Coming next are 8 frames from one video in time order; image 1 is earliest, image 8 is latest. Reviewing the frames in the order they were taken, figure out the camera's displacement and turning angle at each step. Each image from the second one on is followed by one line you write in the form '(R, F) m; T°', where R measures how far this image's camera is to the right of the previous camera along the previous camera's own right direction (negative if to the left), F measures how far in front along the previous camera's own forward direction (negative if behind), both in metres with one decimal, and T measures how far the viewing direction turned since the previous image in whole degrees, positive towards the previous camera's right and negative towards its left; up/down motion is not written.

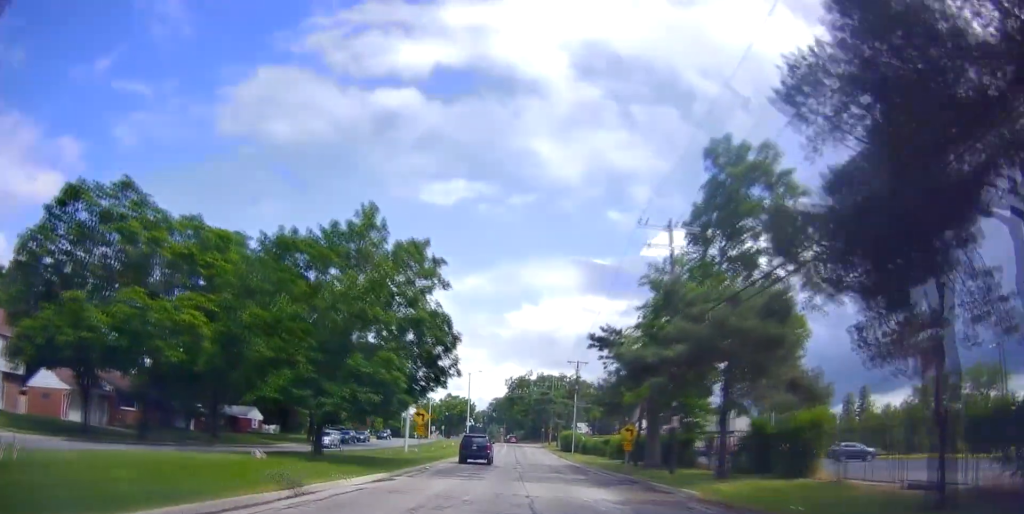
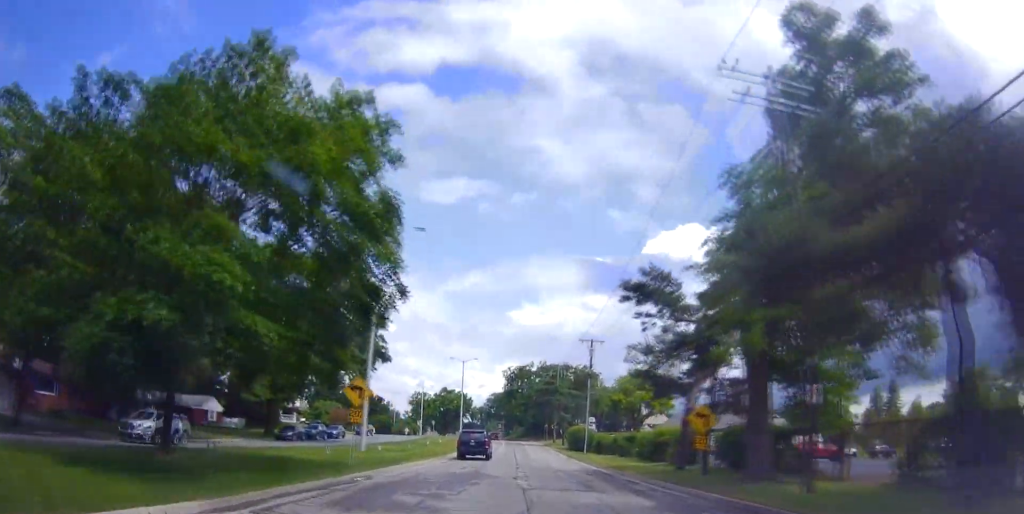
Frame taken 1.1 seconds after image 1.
(-0.4, +14.3) m; -1°
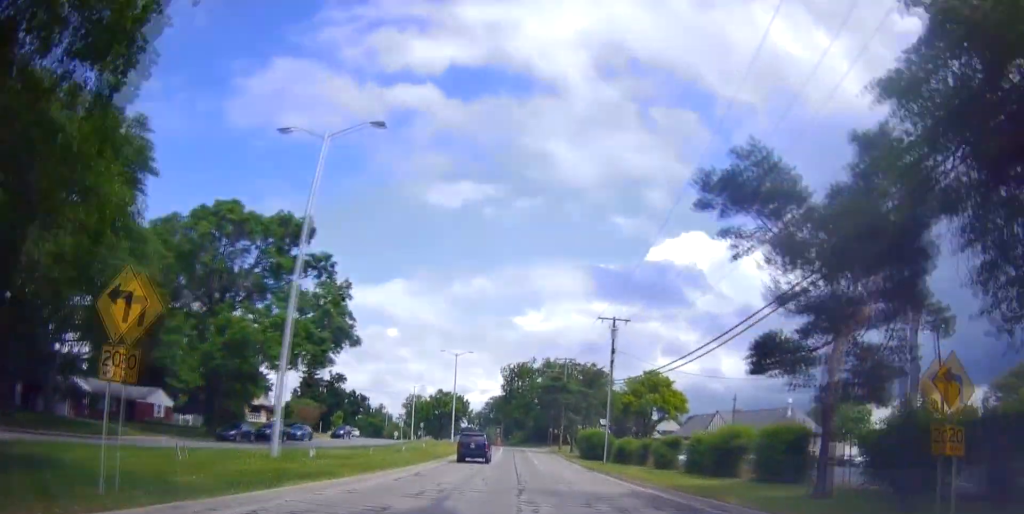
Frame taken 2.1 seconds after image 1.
(0.0, +13.8) m; -3°
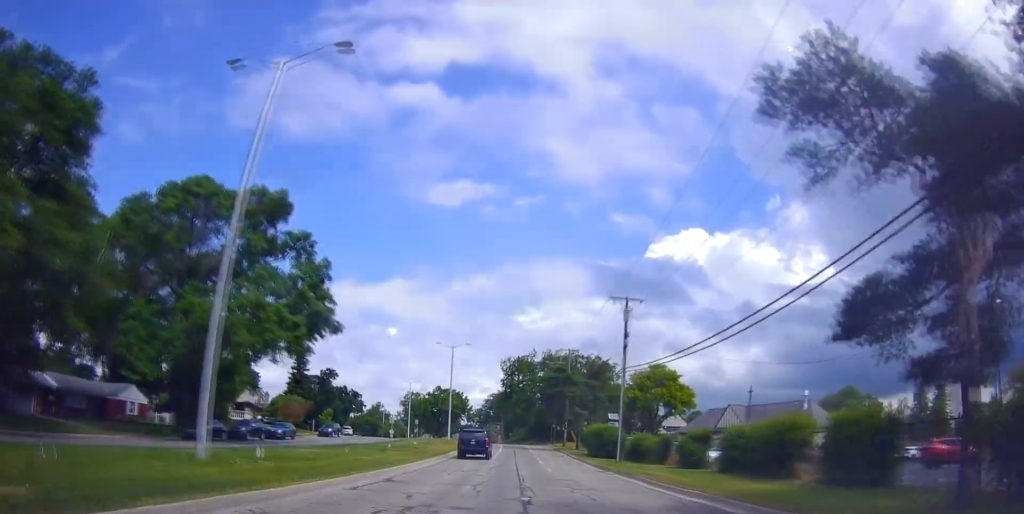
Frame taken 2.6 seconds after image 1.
(-0.4, +5.8) m; 0°
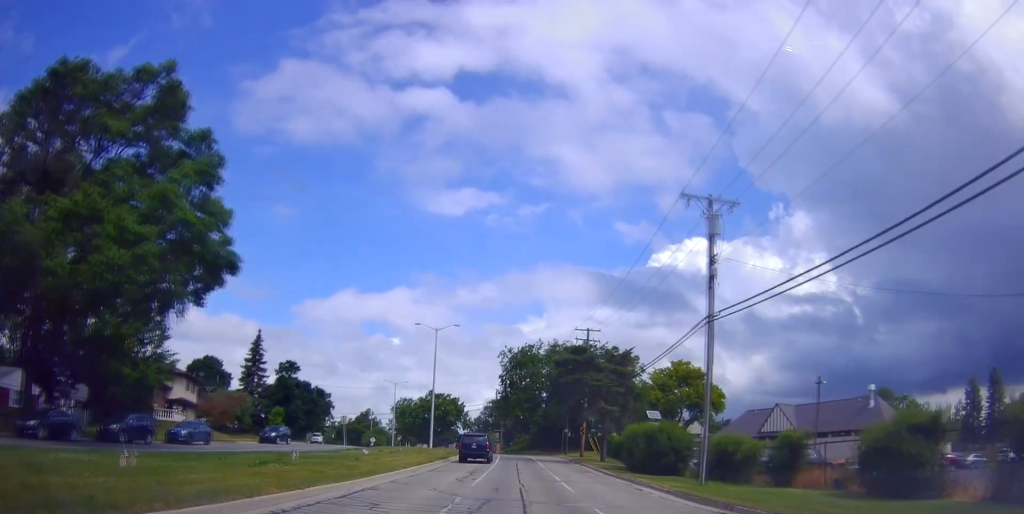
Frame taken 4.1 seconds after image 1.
(+0.6, +18.5) m; +3°
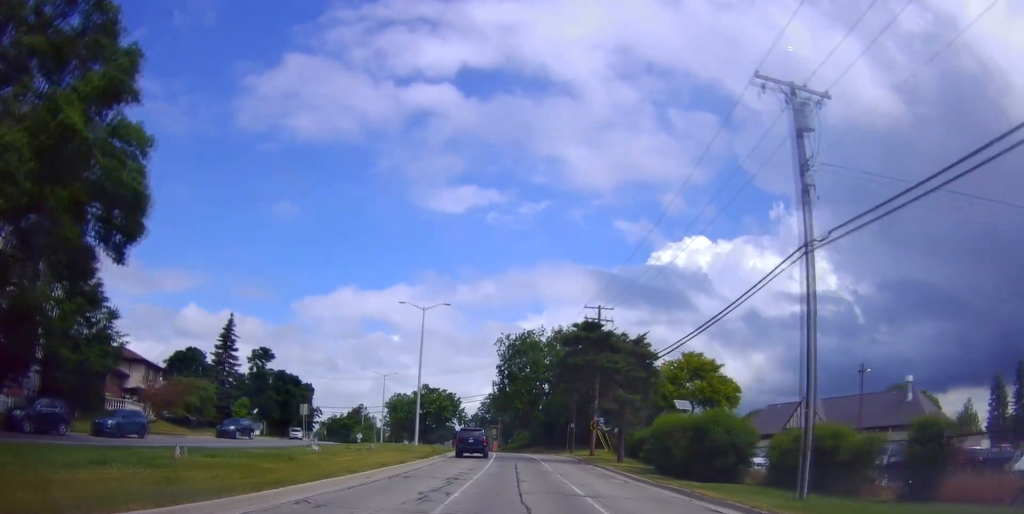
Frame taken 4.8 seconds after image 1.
(-0.3, +8.1) m; 0°
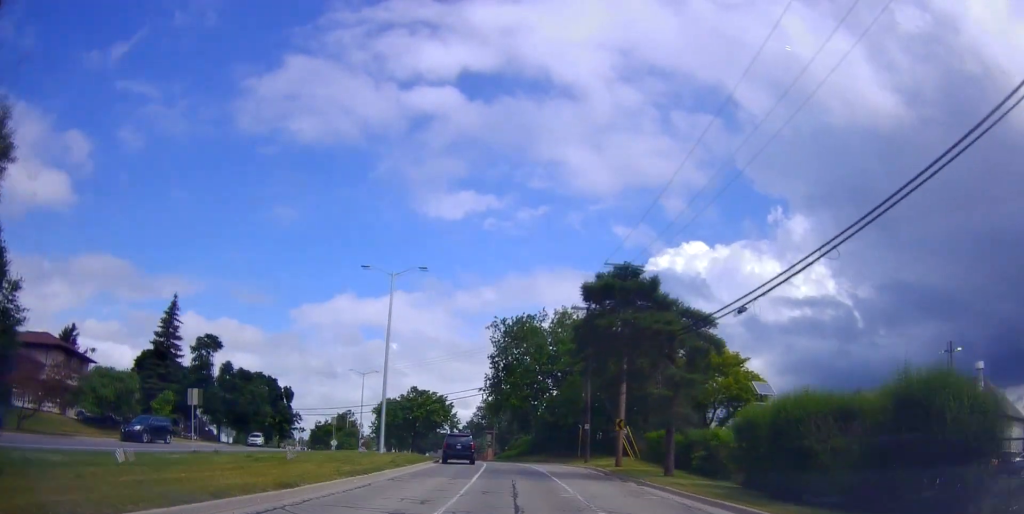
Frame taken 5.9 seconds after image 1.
(+0.2, +12.2) m; 0°
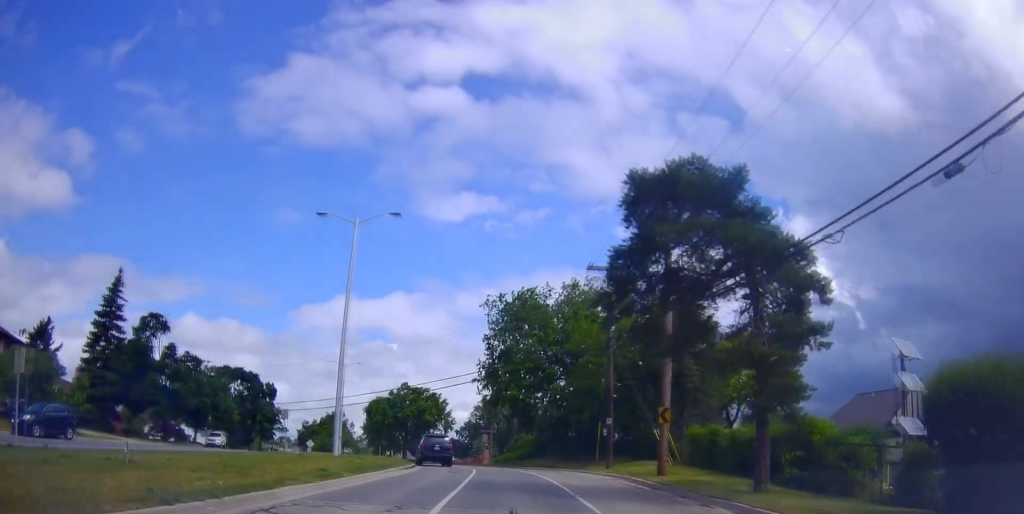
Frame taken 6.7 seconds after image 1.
(-0.2, +9.5) m; +2°
